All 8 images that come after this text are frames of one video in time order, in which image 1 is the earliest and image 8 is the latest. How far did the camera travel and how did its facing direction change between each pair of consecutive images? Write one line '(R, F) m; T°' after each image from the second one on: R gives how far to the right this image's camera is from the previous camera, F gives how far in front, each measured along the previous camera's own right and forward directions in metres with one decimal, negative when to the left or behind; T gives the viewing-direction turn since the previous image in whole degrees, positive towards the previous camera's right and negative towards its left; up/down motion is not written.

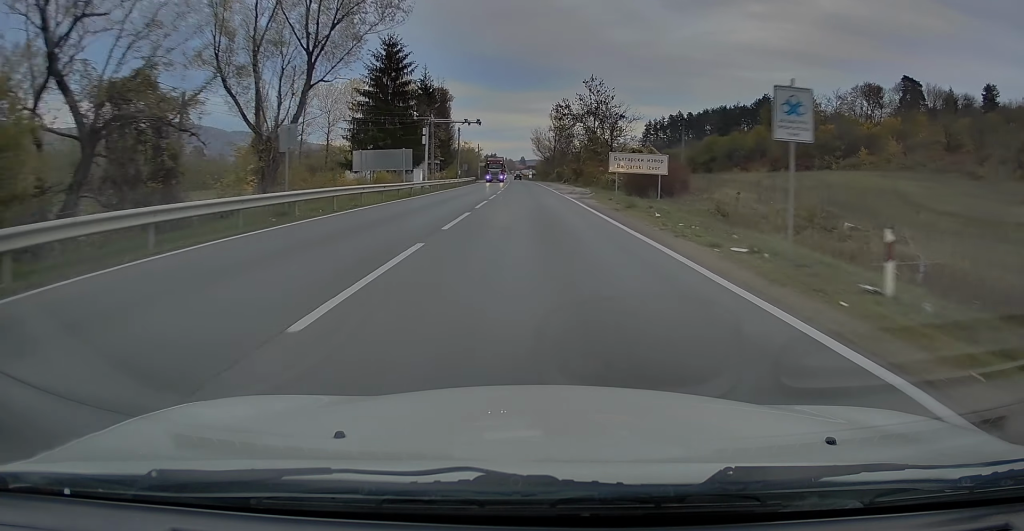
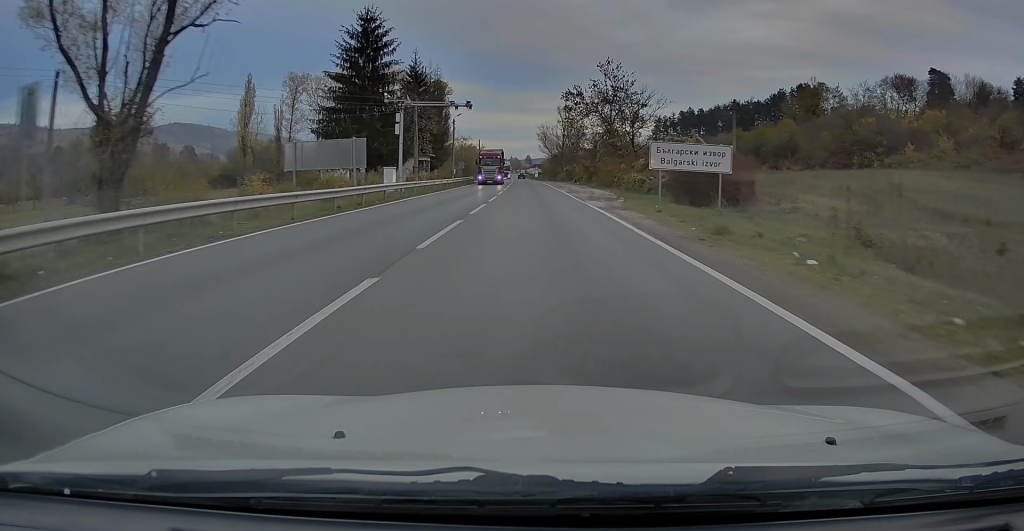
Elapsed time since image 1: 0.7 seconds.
(+0.1, +12.7) m; -1°
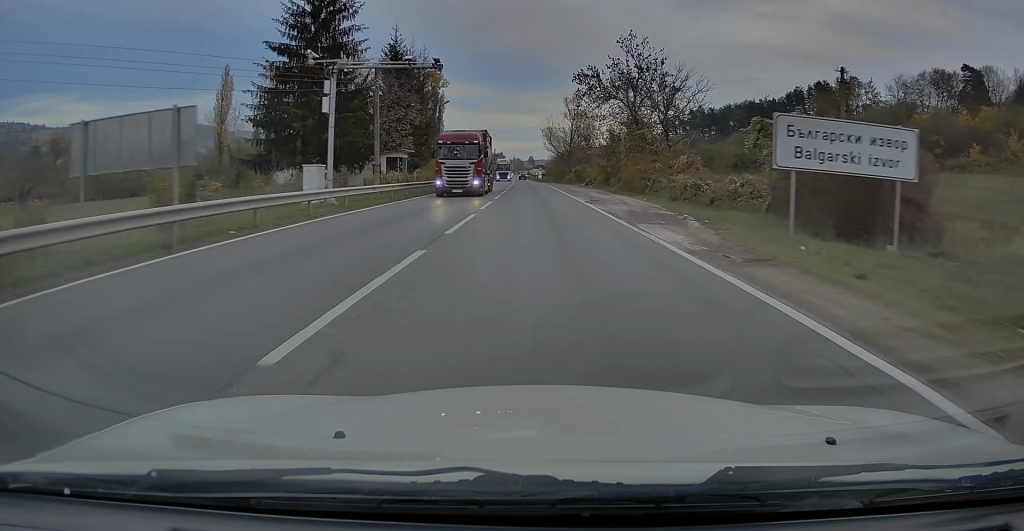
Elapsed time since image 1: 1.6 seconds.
(-0.3, +15.1) m; -1°
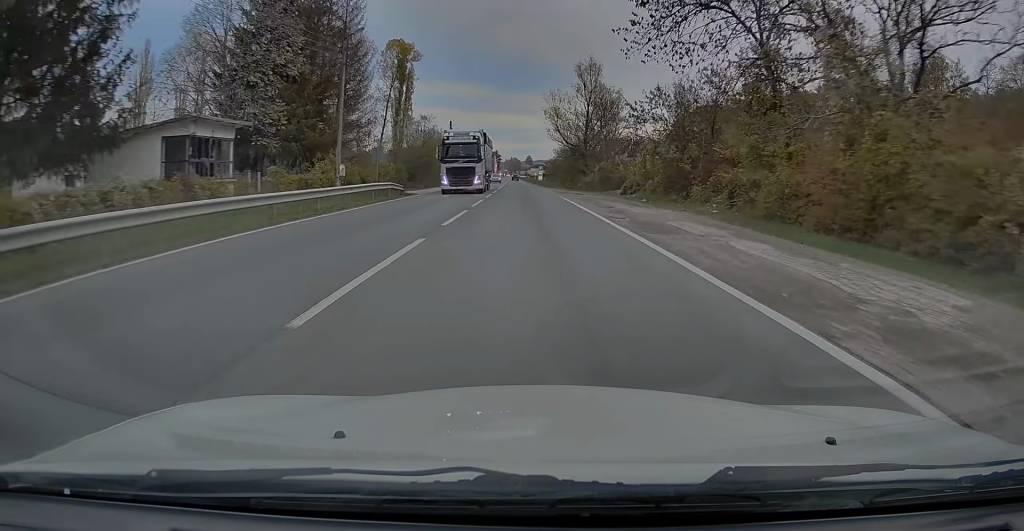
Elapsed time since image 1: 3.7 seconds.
(+0.1, +34.1) m; -1°
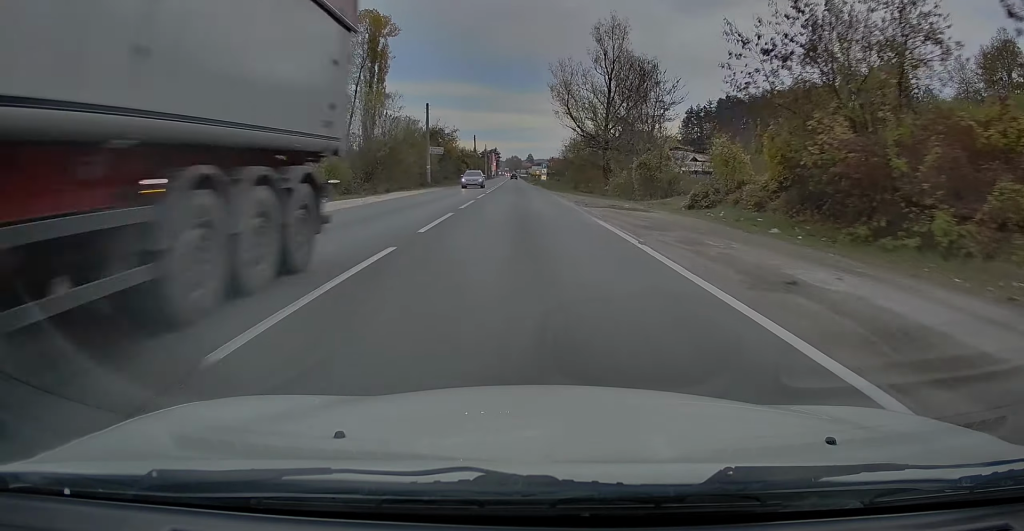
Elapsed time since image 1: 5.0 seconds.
(-0.2, +19.6) m; 0°
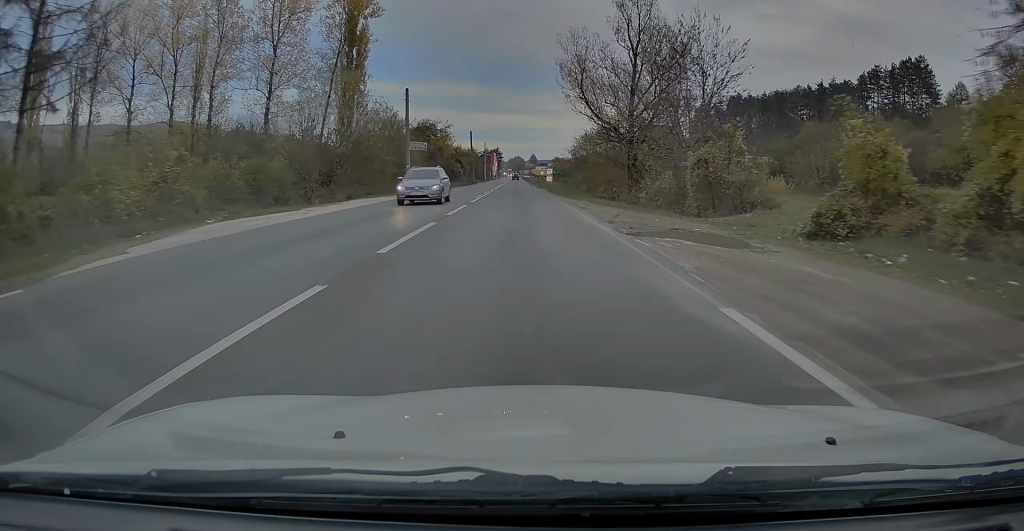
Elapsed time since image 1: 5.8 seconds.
(+0.3, +12.0) m; 0°
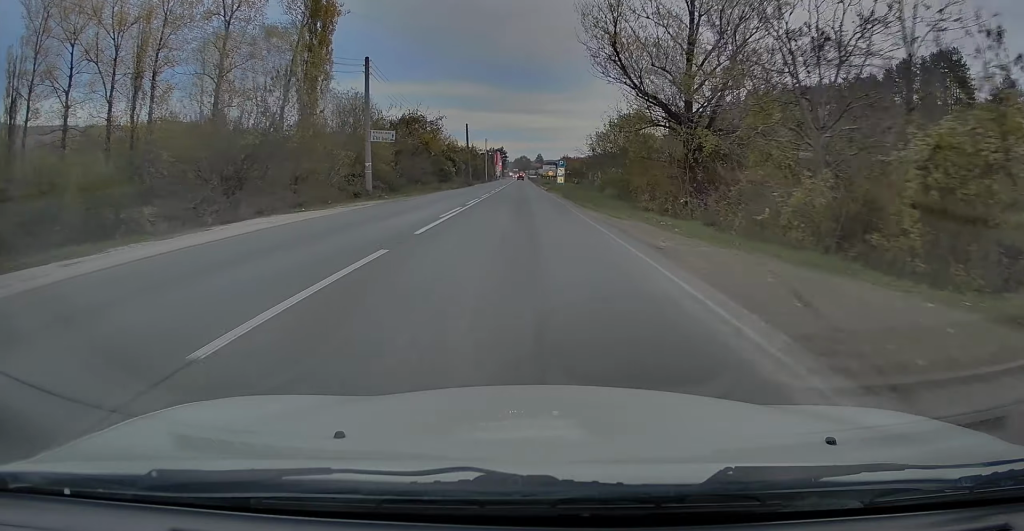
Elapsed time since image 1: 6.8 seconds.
(-0.3, +14.5) m; -1°
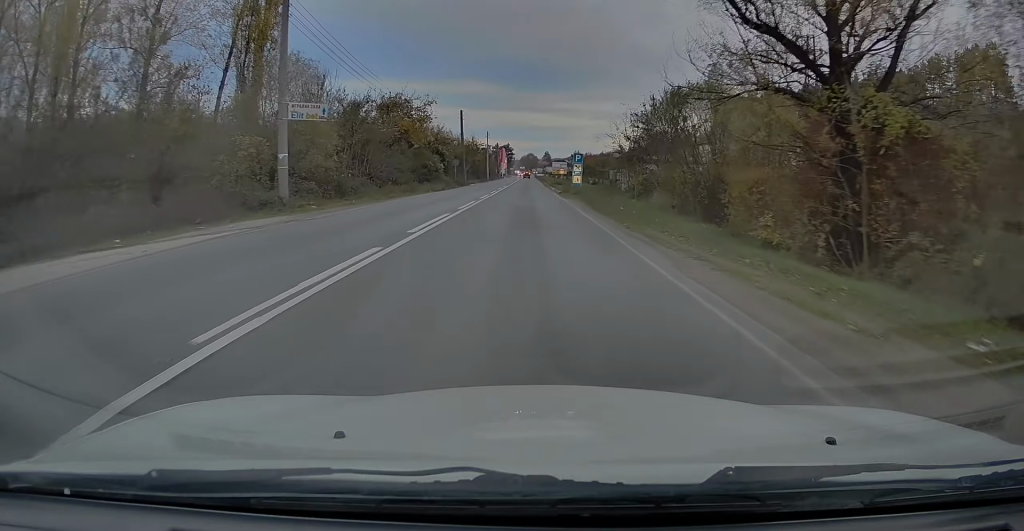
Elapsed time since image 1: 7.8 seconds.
(+0.1, +14.1) m; 0°
